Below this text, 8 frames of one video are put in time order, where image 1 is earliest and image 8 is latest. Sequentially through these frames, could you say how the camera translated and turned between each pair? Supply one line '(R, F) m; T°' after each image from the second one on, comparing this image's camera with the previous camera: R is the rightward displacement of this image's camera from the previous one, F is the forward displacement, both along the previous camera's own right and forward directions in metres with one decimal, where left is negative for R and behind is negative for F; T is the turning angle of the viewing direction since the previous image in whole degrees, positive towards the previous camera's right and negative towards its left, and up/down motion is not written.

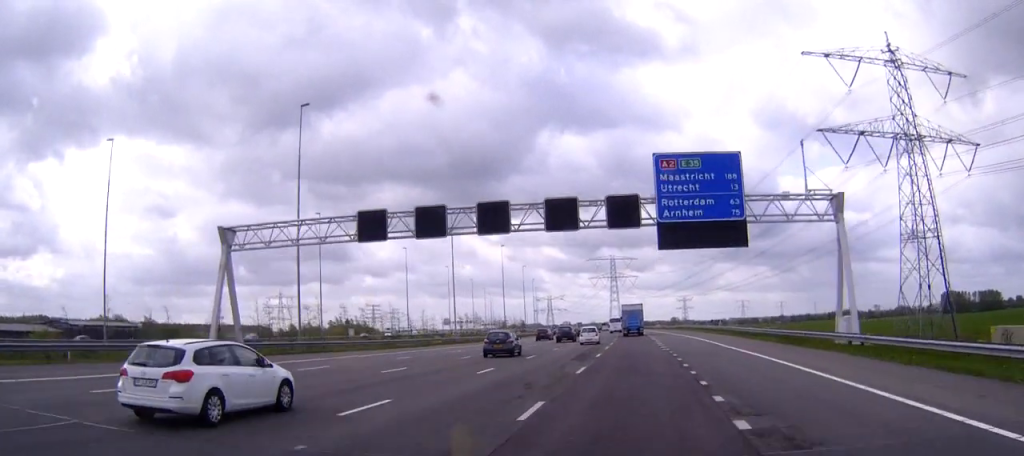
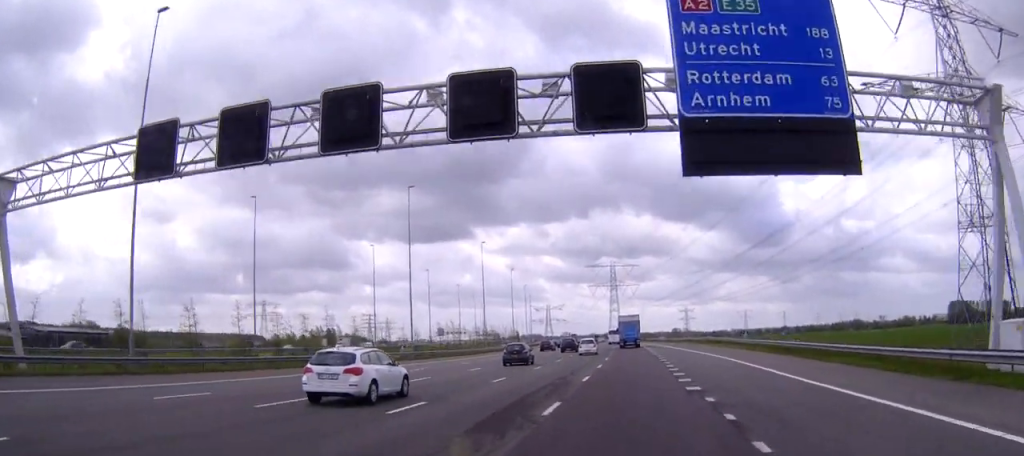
(0.0, +21.2) m; 0°
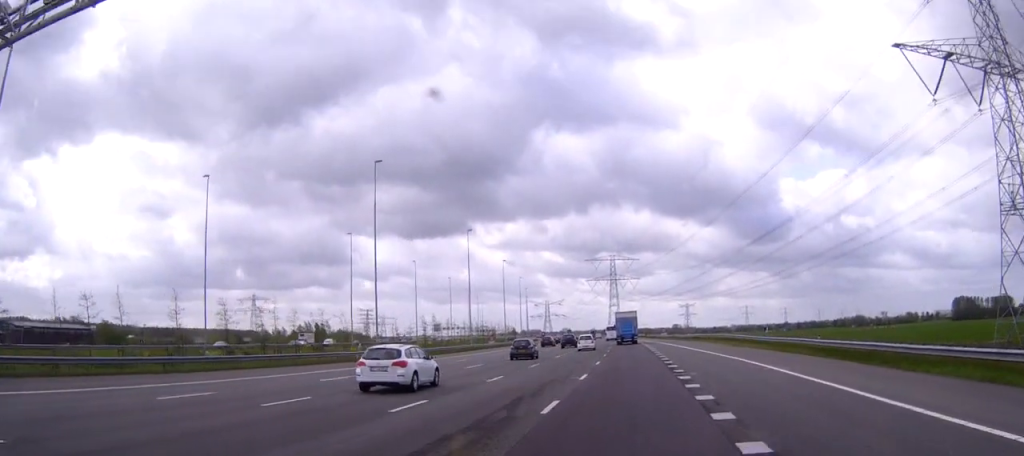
(0.0, +11.9) m; 0°
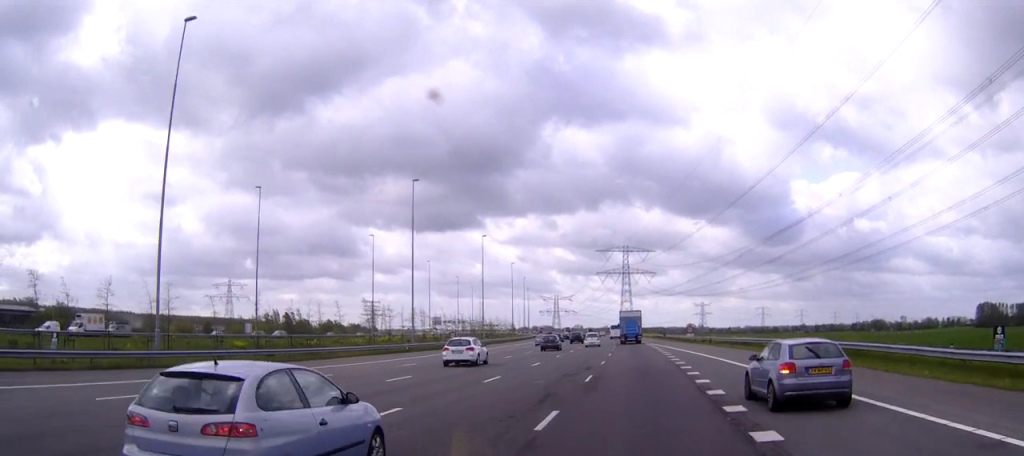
(-0.4, +38.8) m; -1°
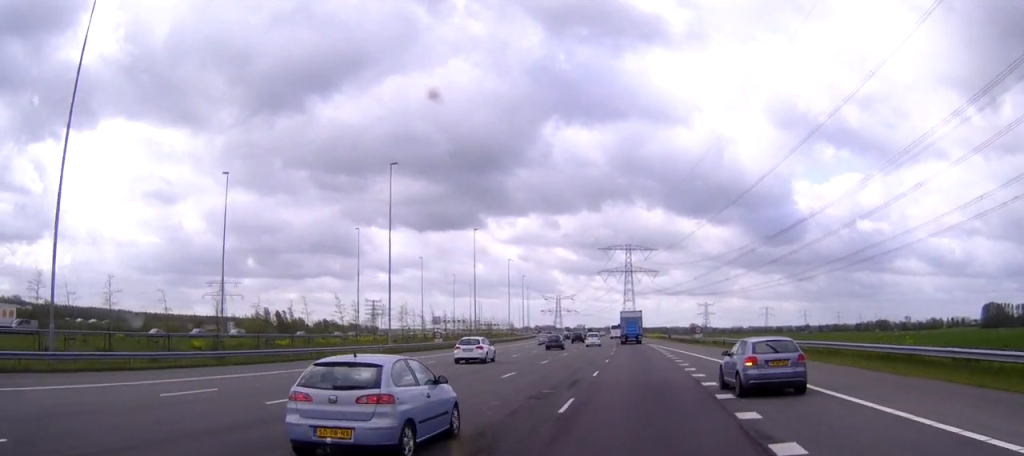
(0.0, +9.1) m; 0°
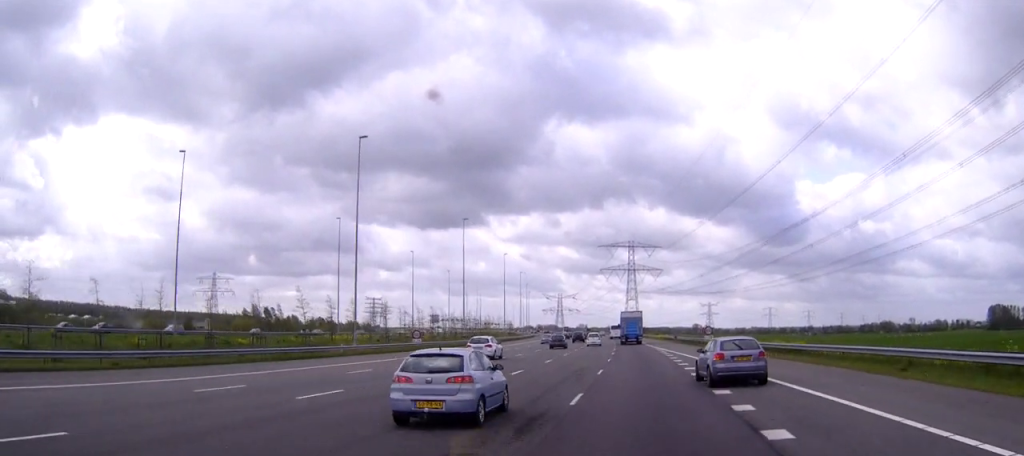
(0.0, +10.4) m; 0°
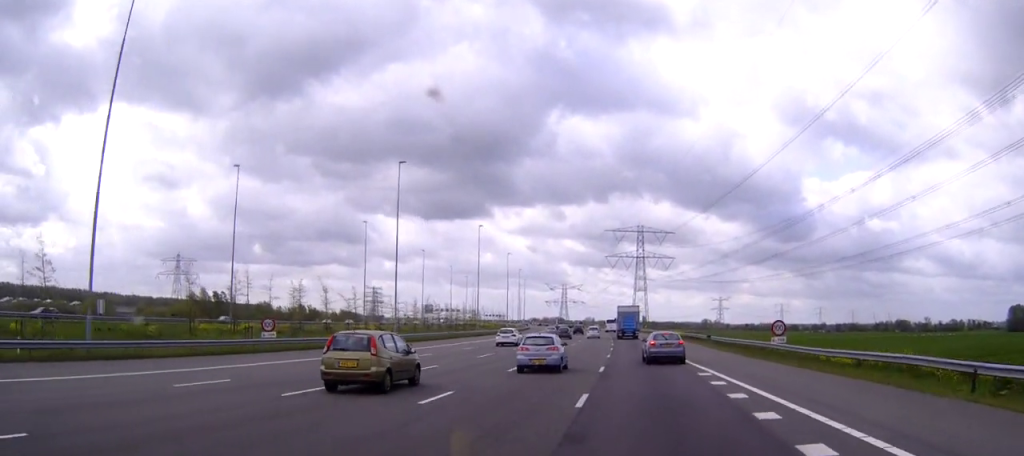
(-0.2, +37.1) m; -1°
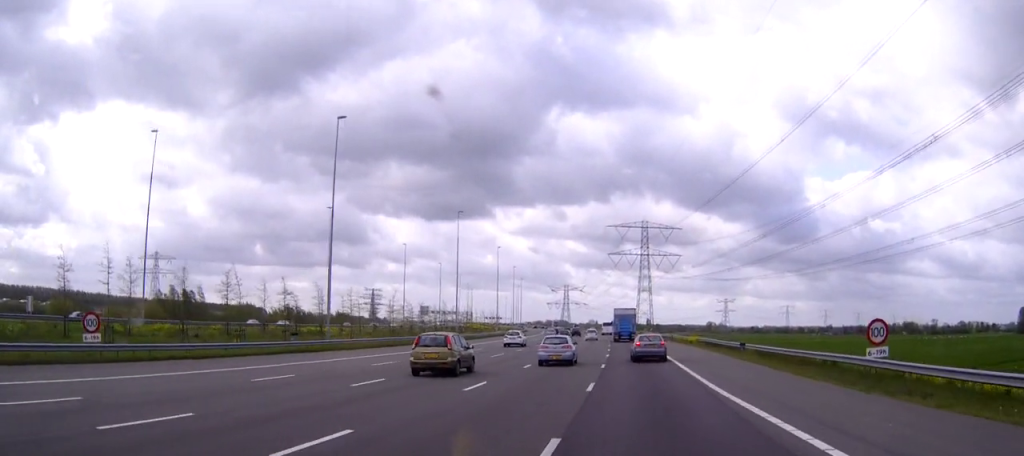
(0.0, +18.9) m; 0°
